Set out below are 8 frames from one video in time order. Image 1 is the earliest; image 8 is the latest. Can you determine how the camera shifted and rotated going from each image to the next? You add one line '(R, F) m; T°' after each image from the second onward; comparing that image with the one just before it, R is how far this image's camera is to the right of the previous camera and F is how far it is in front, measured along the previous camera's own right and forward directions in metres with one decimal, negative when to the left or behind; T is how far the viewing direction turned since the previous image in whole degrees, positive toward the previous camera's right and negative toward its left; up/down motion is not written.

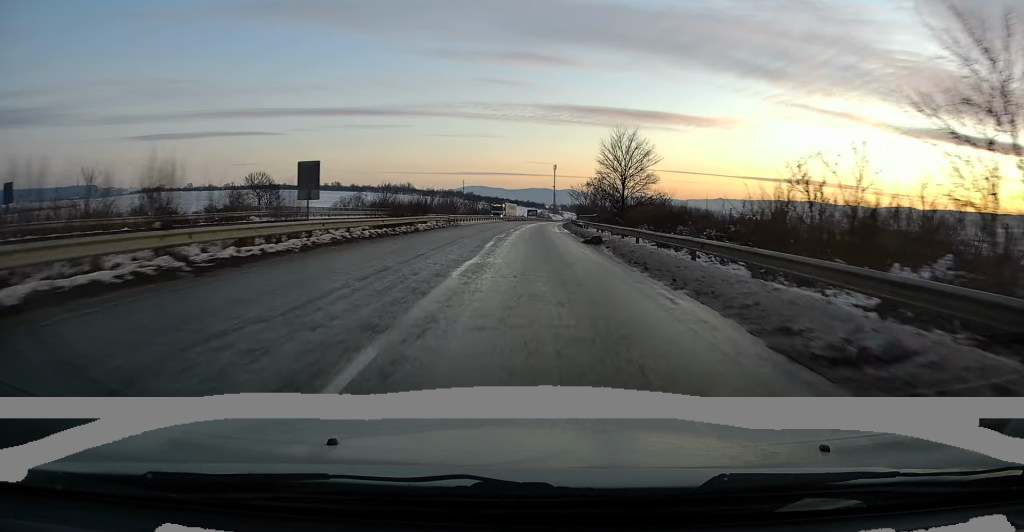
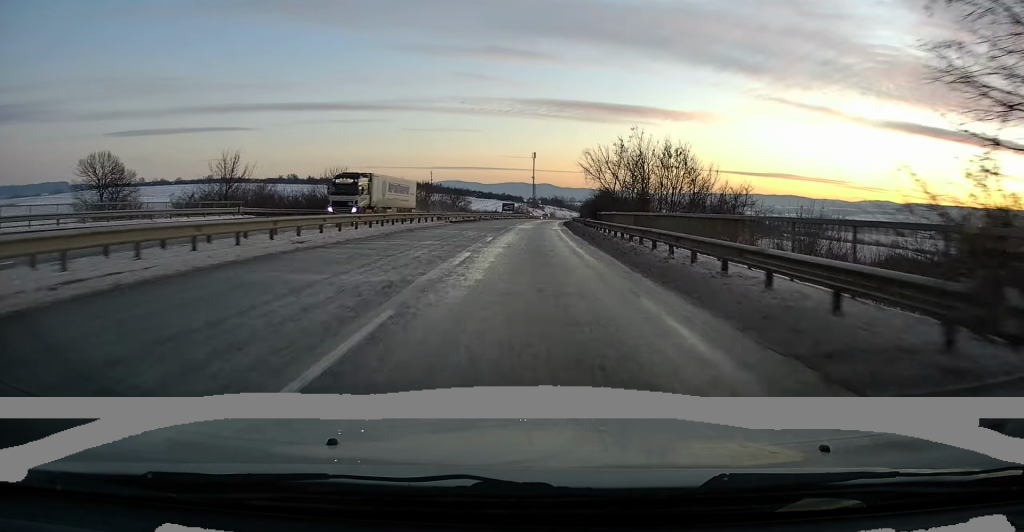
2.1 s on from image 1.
(+0.7, +42.9) m; +2°
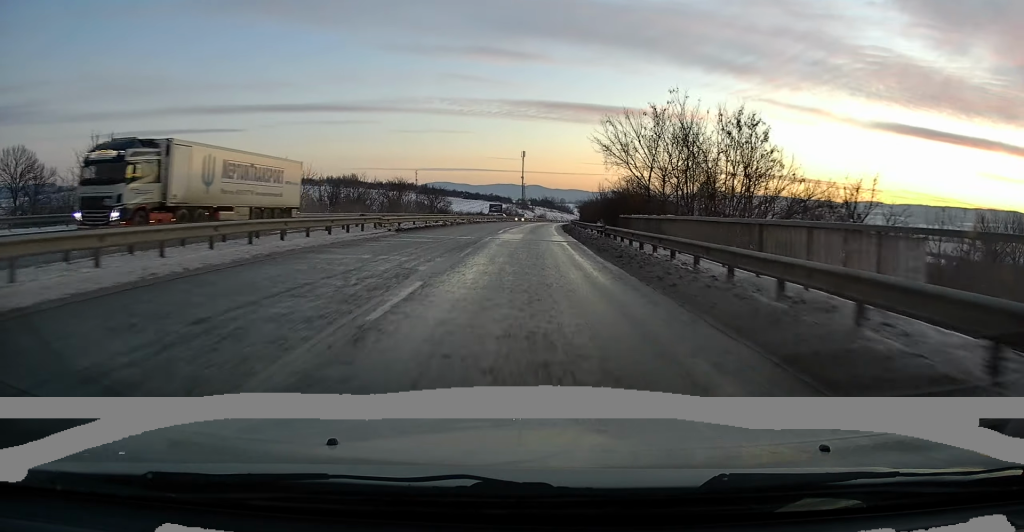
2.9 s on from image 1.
(+0.2, +15.0) m; +1°
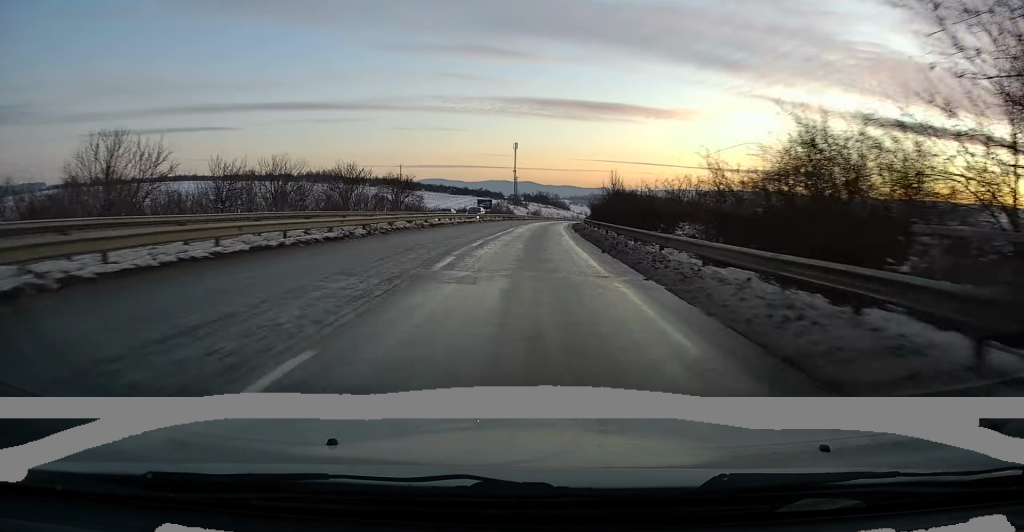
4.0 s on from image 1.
(+0.3, +23.1) m; +1°
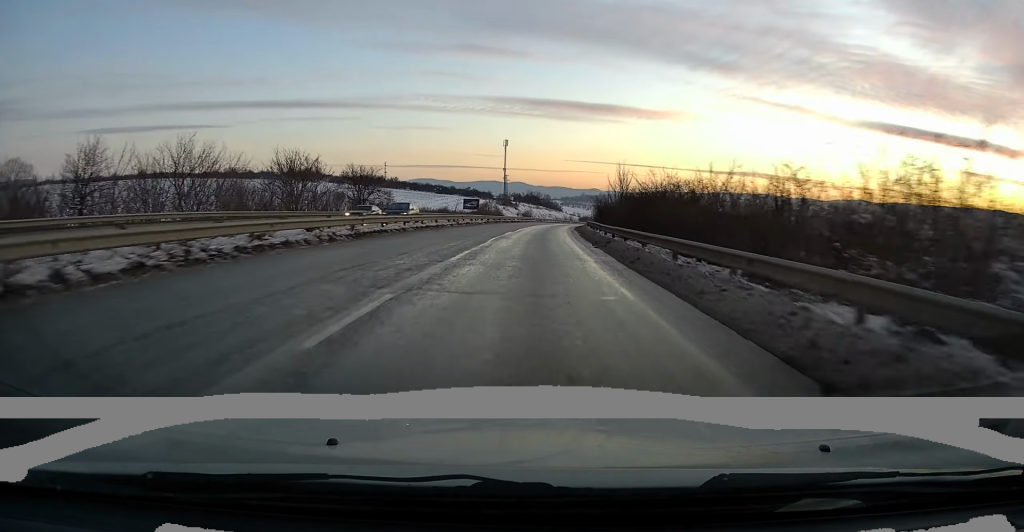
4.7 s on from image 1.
(+0.1, +14.2) m; +1°
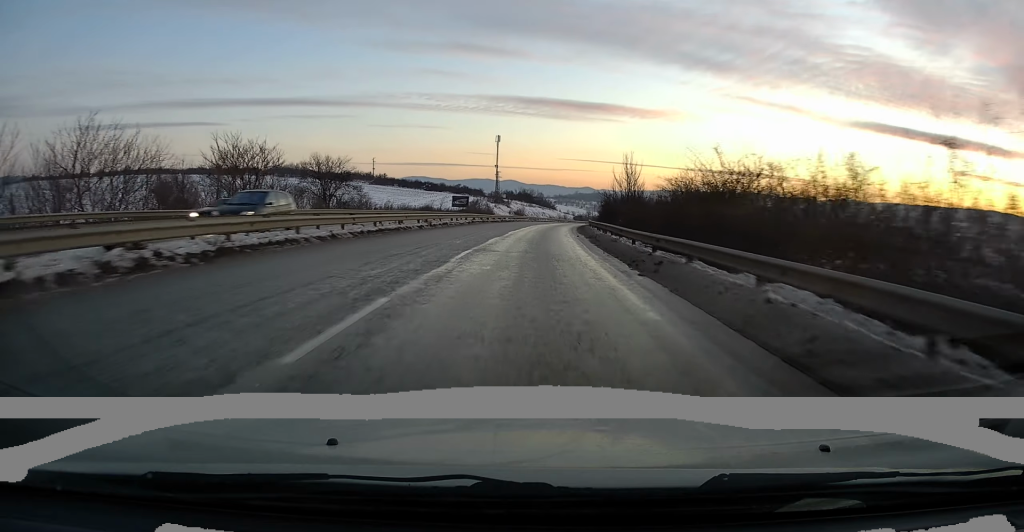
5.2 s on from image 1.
(0.0, +9.4) m; 0°
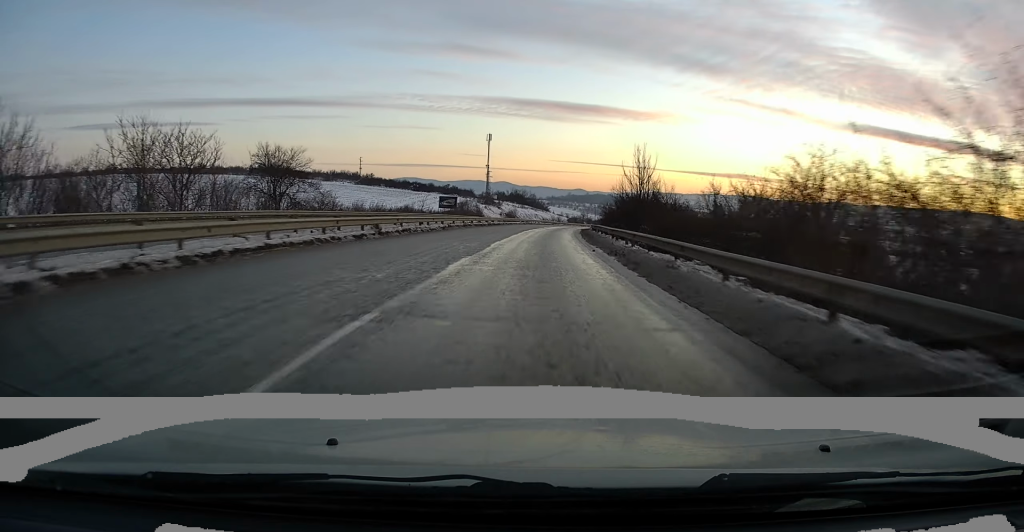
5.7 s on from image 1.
(+0.1, +10.2) m; +1°
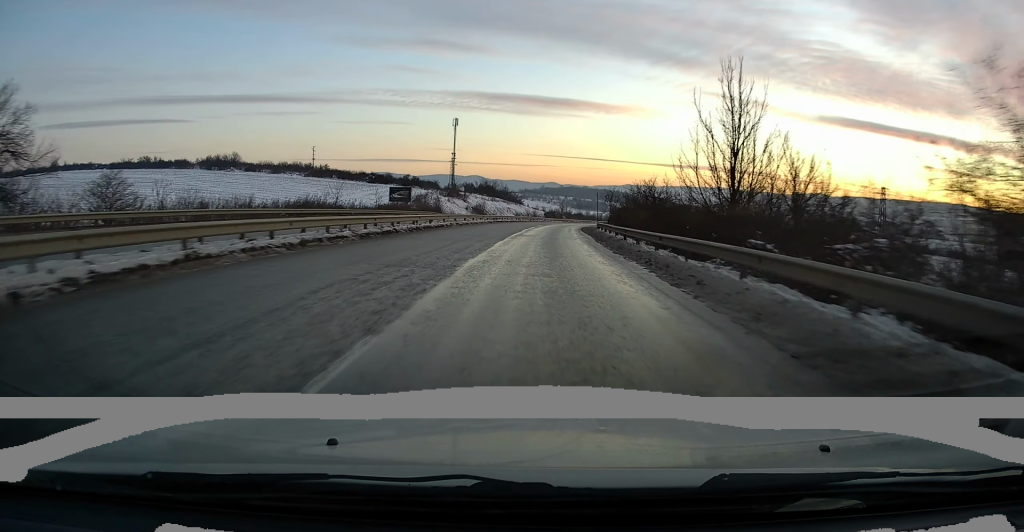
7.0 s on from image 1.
(+0.5, +28.0) m; +2°
